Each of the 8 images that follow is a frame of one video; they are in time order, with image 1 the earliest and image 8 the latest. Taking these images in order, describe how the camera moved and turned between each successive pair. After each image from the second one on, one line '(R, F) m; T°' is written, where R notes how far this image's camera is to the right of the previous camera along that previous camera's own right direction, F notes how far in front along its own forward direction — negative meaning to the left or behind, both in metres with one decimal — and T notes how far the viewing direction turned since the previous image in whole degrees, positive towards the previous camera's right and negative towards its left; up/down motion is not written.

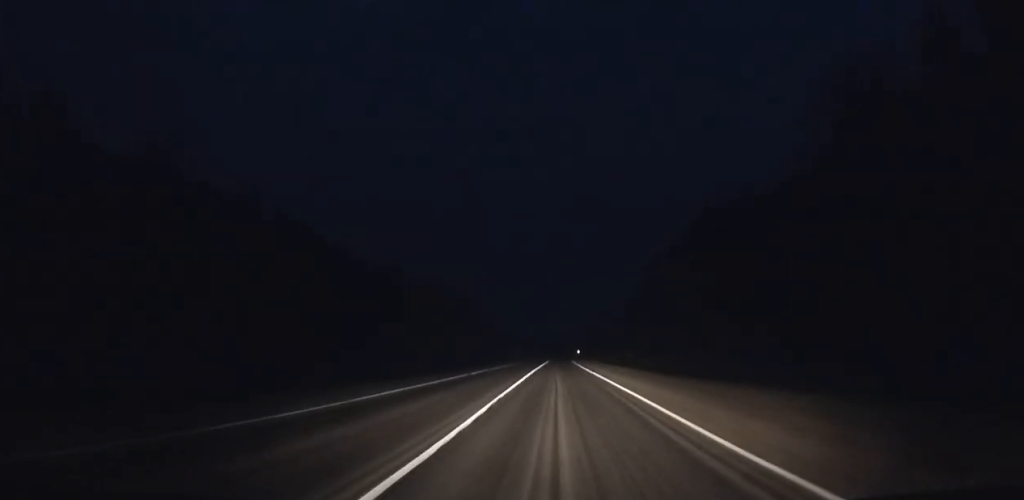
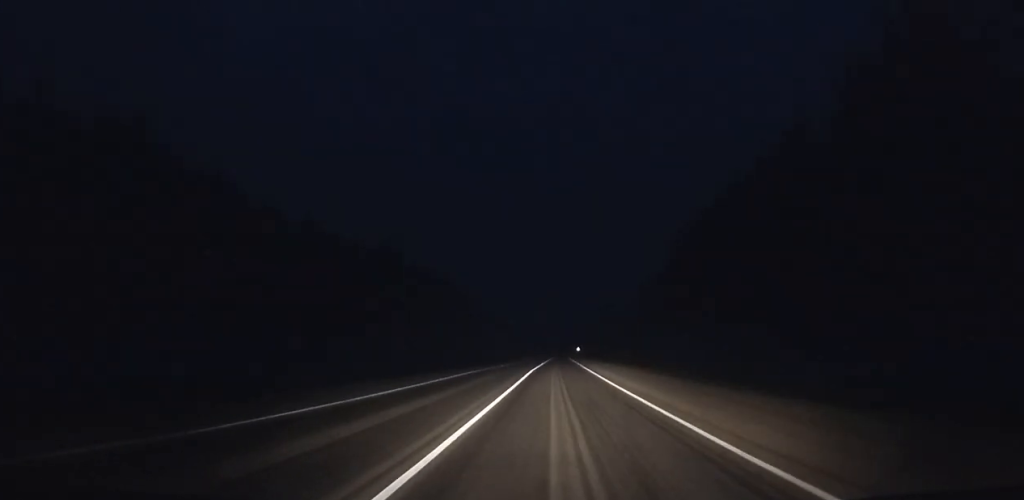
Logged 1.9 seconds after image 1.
(0.0, +47.3) m; 0°
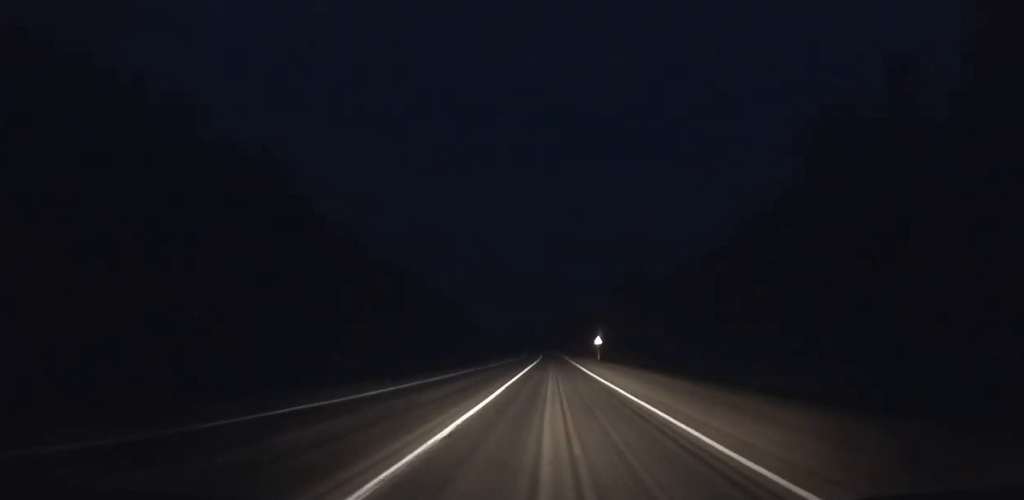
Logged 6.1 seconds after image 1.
(0.0, +102.6) m; 0°
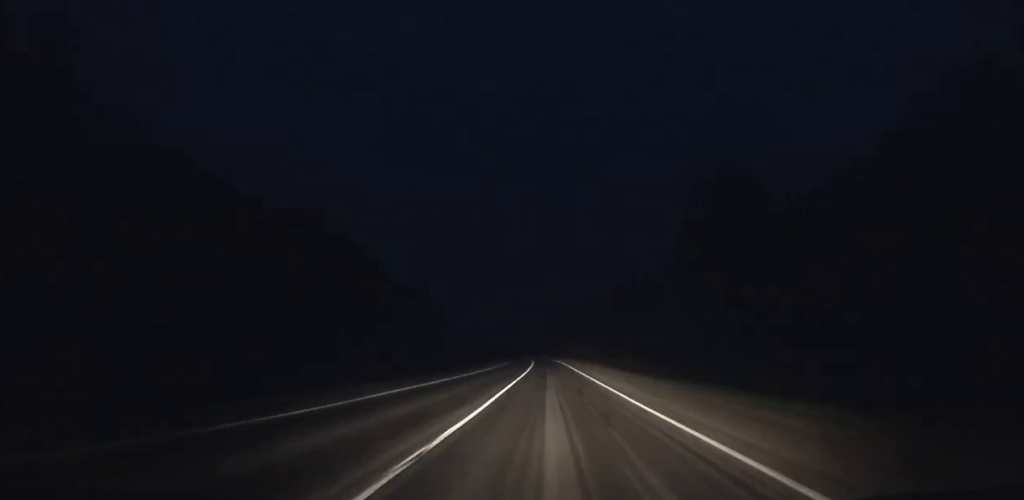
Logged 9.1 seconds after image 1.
(+0.1, +75.1) m; -1°
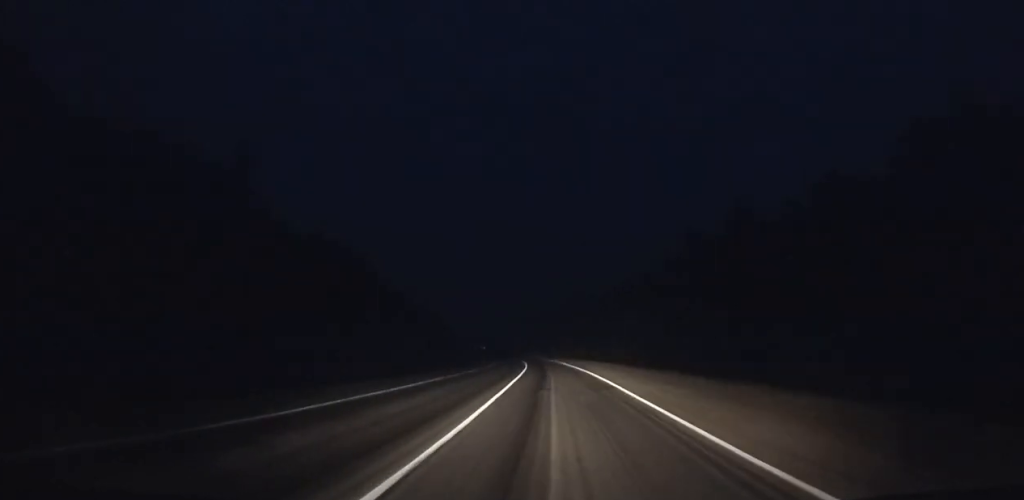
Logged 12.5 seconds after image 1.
(-1.3, +85.0) m; -3°
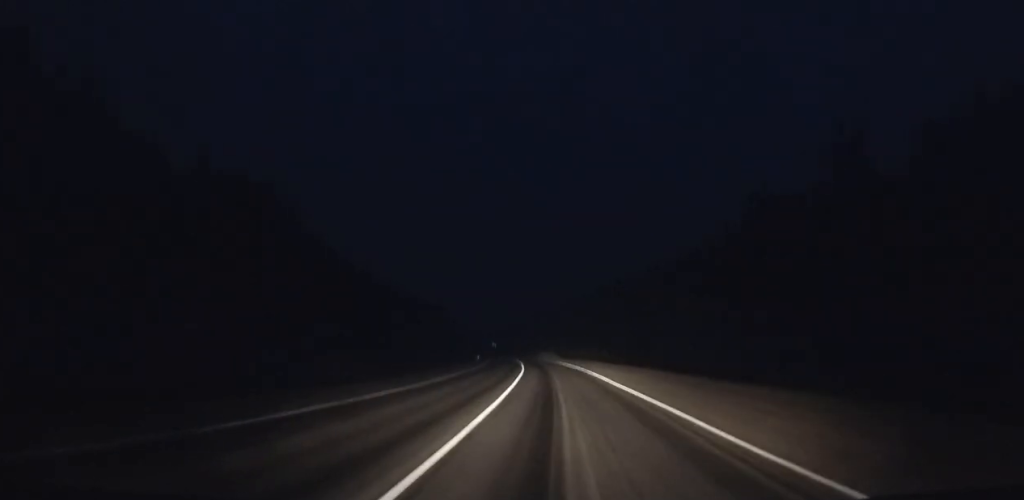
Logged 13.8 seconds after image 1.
(-0.5, +31.5) m; -2°
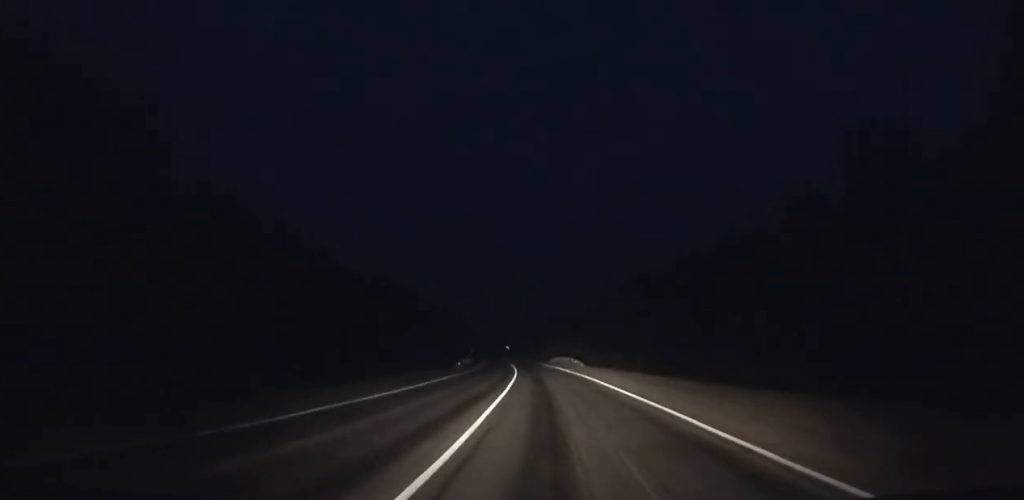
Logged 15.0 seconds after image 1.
(-0.4, +28.7) m; -2°
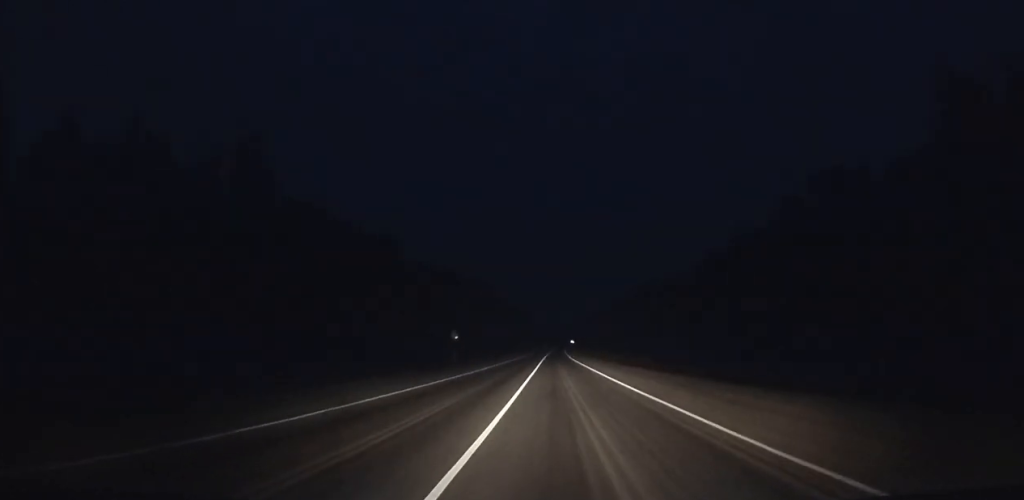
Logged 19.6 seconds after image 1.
(-5.1, +106.1) m; -4°
